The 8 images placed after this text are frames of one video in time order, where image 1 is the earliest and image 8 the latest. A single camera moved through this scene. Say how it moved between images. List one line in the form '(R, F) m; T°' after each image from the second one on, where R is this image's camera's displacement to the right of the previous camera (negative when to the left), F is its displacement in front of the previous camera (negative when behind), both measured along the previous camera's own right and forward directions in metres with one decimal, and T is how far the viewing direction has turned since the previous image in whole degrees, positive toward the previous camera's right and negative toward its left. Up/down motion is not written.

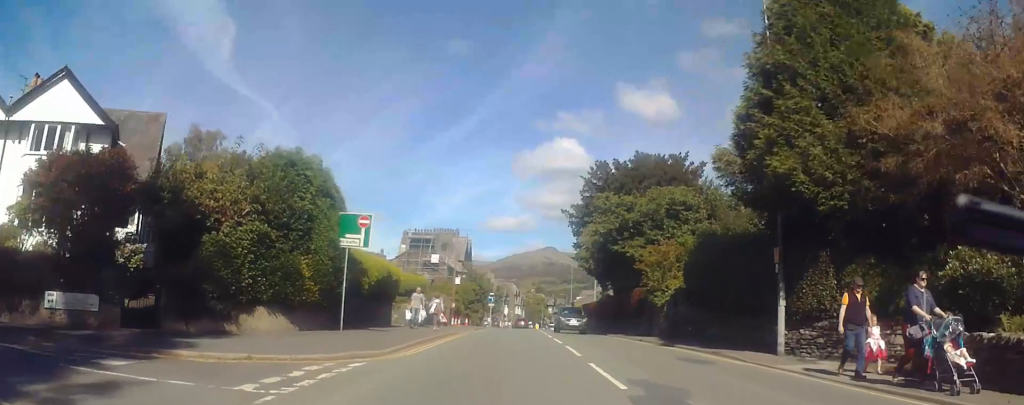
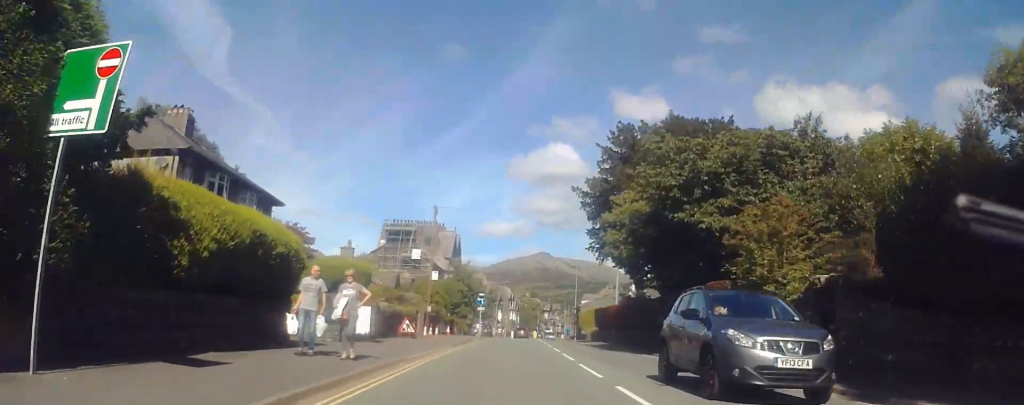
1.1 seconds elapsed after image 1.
(+0.1, +14.5) m; +1°
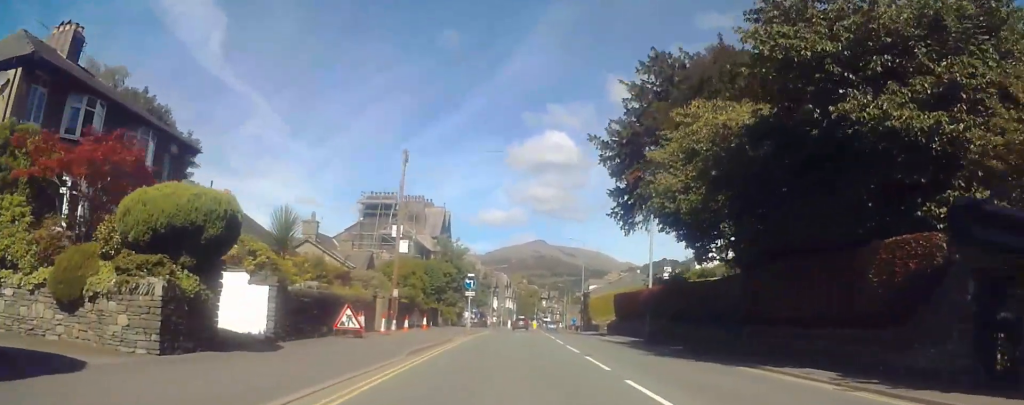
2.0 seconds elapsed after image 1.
(+0.2, +11.7) m; +1°
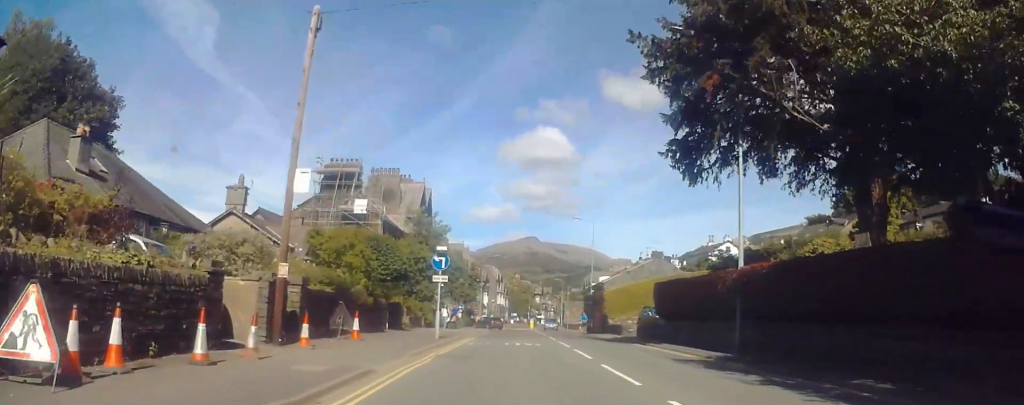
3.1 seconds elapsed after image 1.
(+0.1, +14.8) m; 0°
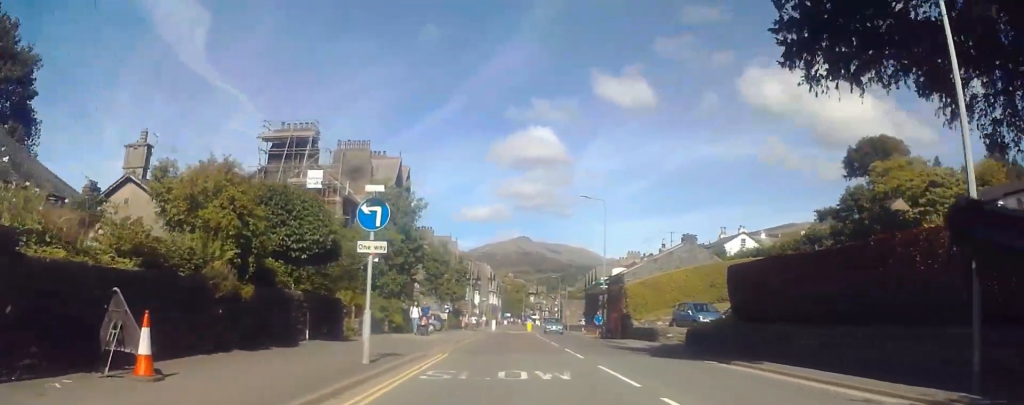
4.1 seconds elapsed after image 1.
(0.0, +11.9) m; 0°
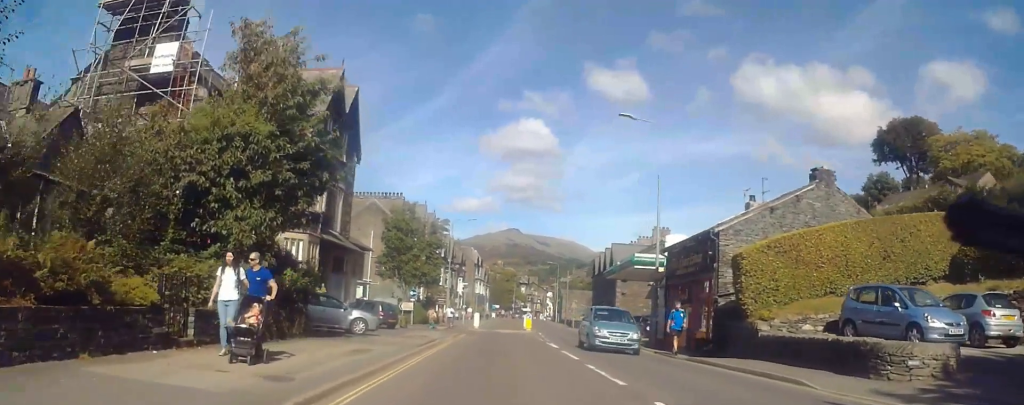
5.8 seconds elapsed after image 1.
(+0.3, +20.7) m; +1°
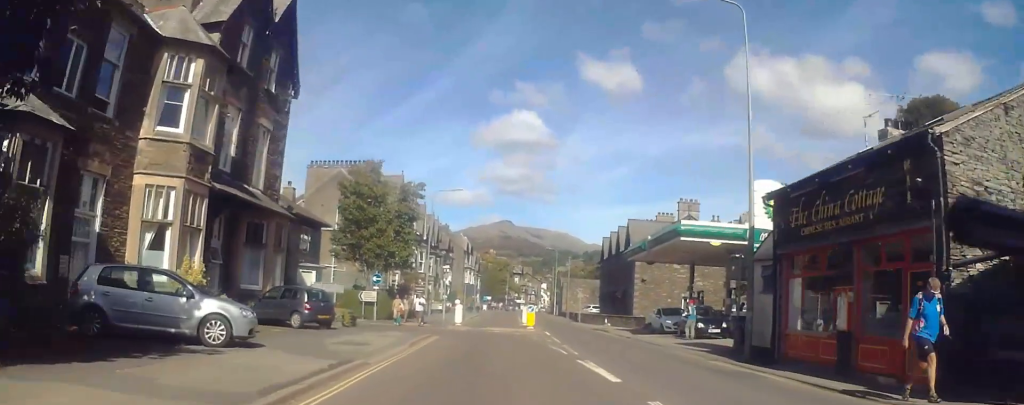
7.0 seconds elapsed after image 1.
(-0.1, +13.1) m; -2°
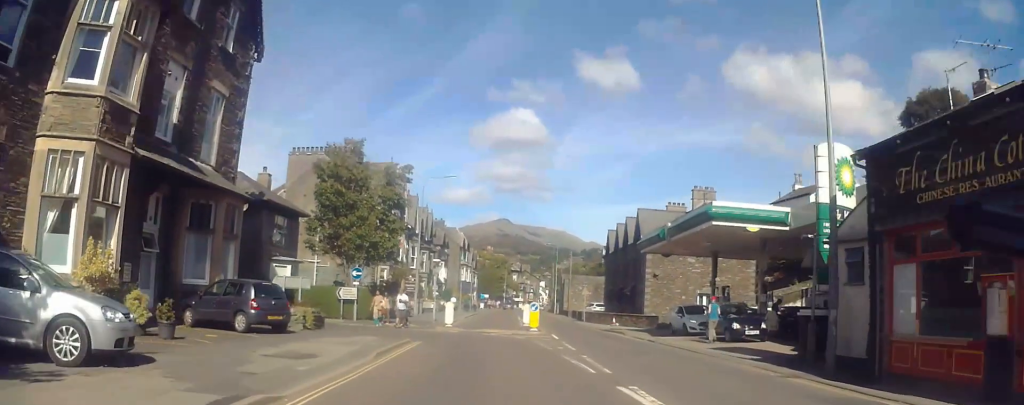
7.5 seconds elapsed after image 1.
(0.0, +5.2) m; 0°
